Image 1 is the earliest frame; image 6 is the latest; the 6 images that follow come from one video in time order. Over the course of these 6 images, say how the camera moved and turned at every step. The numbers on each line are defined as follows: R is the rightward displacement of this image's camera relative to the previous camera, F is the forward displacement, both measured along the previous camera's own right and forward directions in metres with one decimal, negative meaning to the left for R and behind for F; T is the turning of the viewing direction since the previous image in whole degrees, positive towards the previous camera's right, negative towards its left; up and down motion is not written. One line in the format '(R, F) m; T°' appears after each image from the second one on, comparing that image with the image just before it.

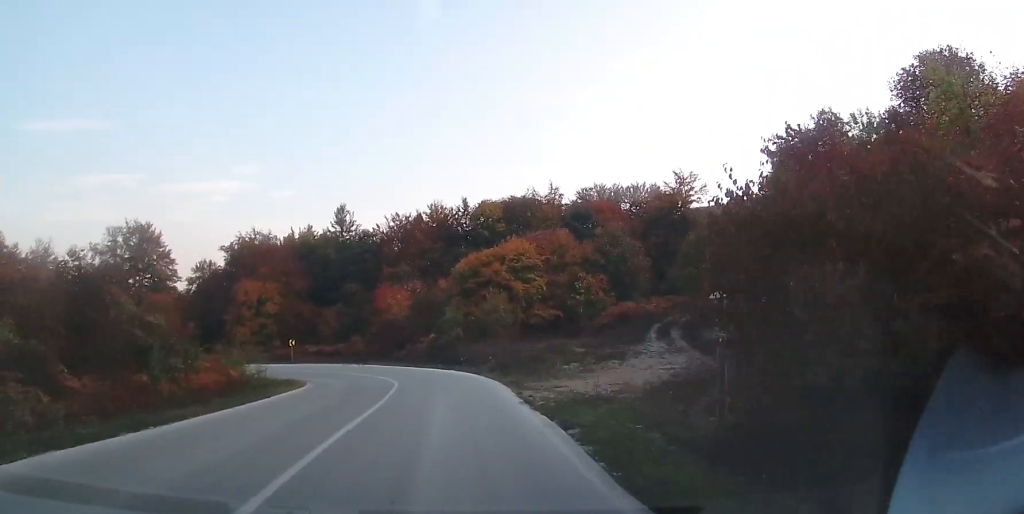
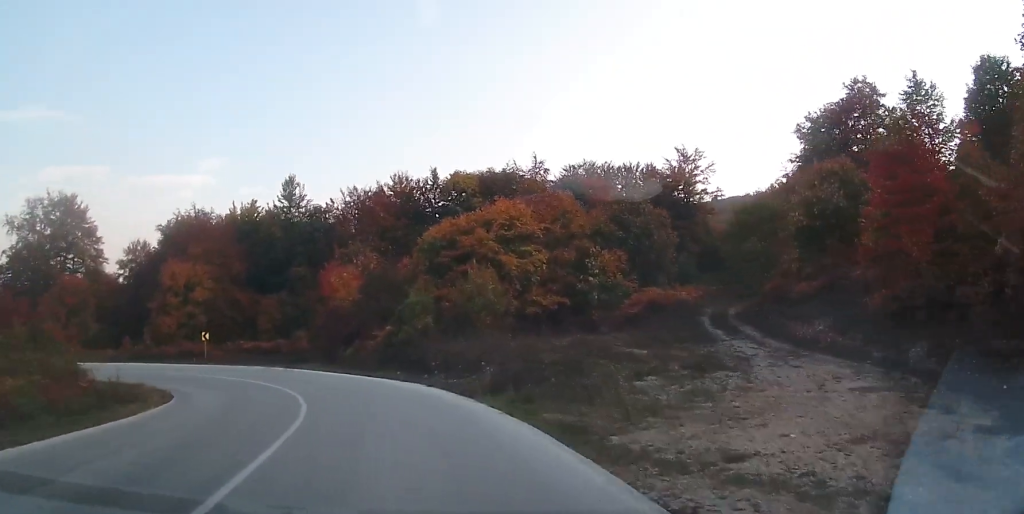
(+0.2, +14.2) m; +3°
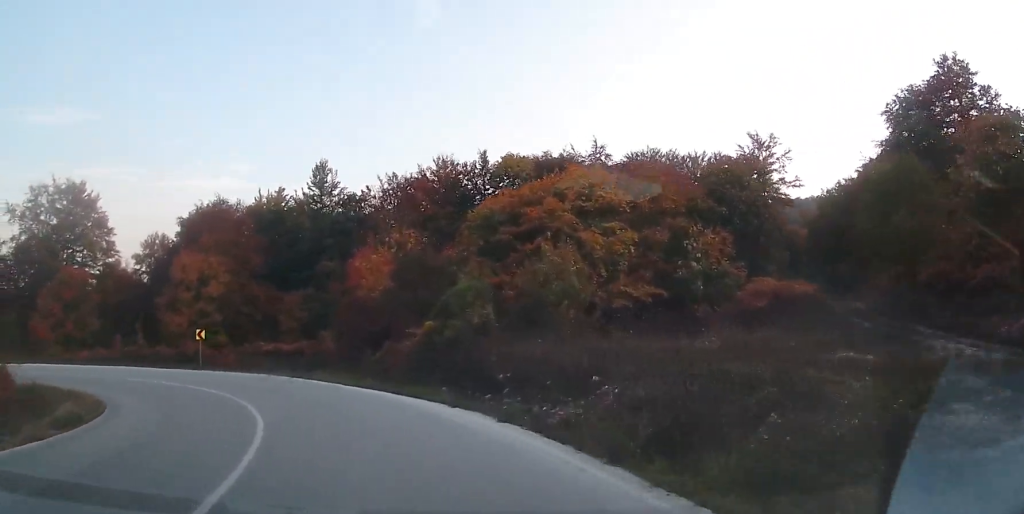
(+0.4, +9.0) m; -6°
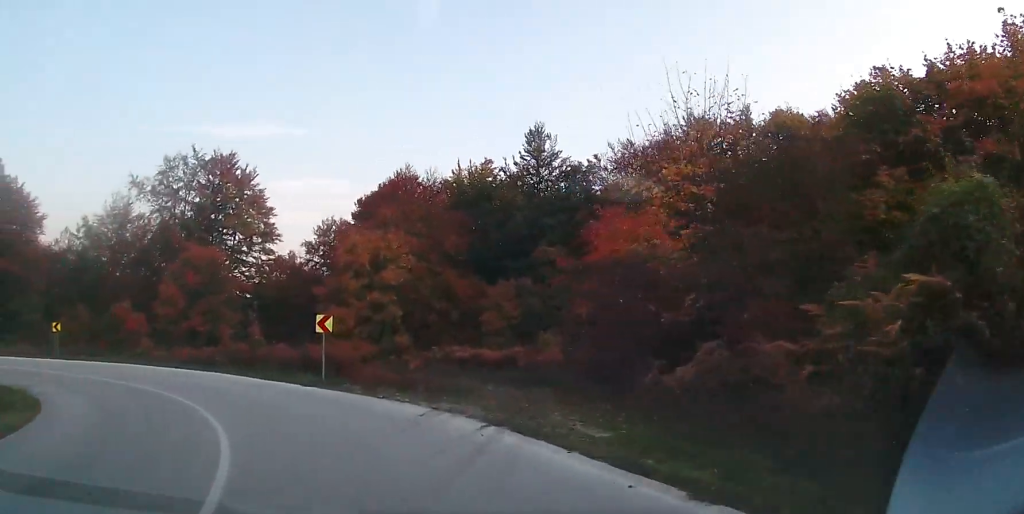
(-3.1, +15.2) m; -24°
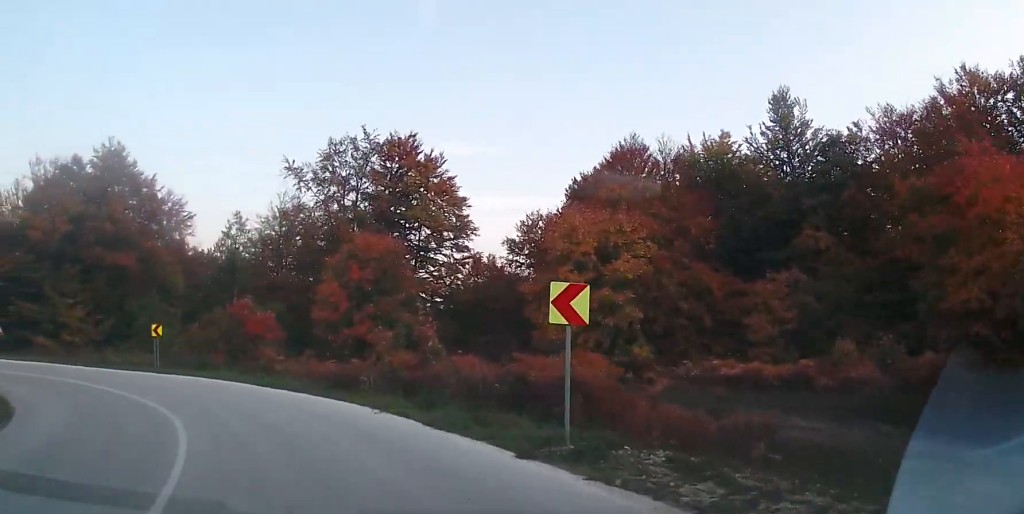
(-1.9, +10.5) m; -17°
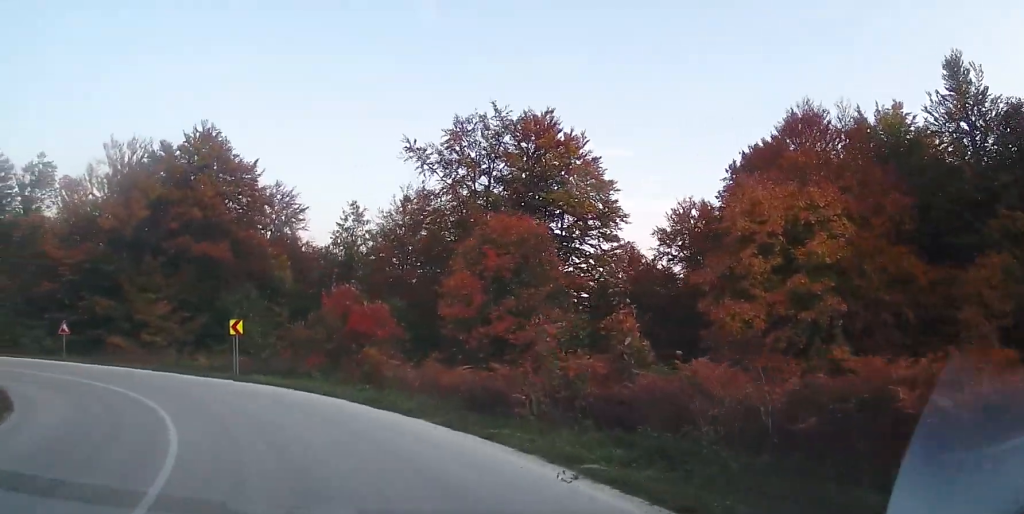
(-0.6, +6.3) m; -5°
